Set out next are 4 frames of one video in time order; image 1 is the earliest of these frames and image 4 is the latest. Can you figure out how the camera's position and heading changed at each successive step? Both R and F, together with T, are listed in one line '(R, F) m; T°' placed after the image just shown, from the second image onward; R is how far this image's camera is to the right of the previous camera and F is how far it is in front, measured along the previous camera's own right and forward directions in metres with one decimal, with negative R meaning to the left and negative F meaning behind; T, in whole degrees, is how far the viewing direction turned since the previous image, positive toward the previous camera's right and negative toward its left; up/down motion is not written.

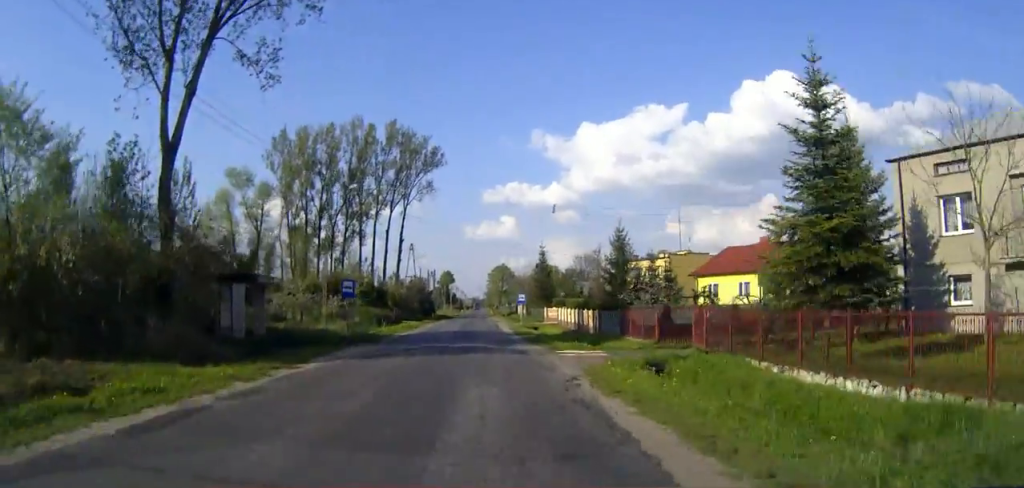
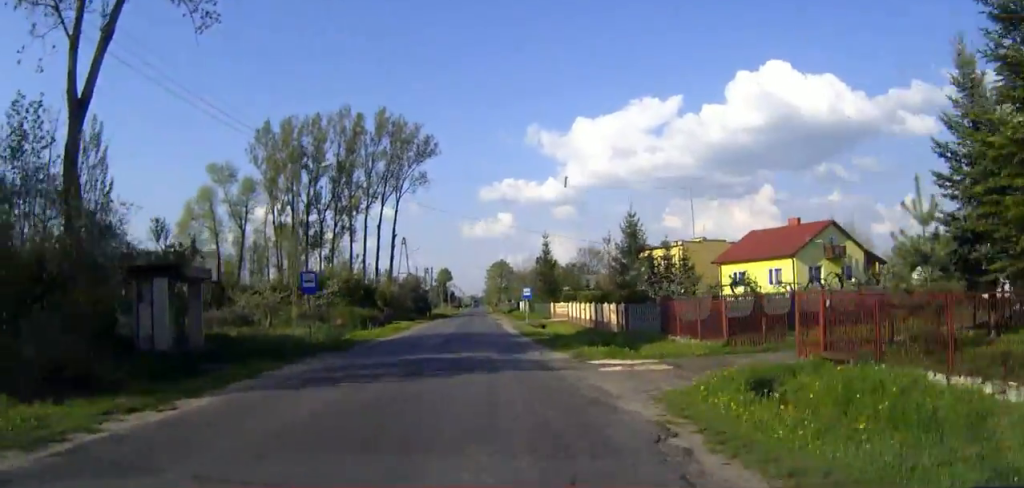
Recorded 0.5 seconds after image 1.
(0.0, +7.3) m; 0°
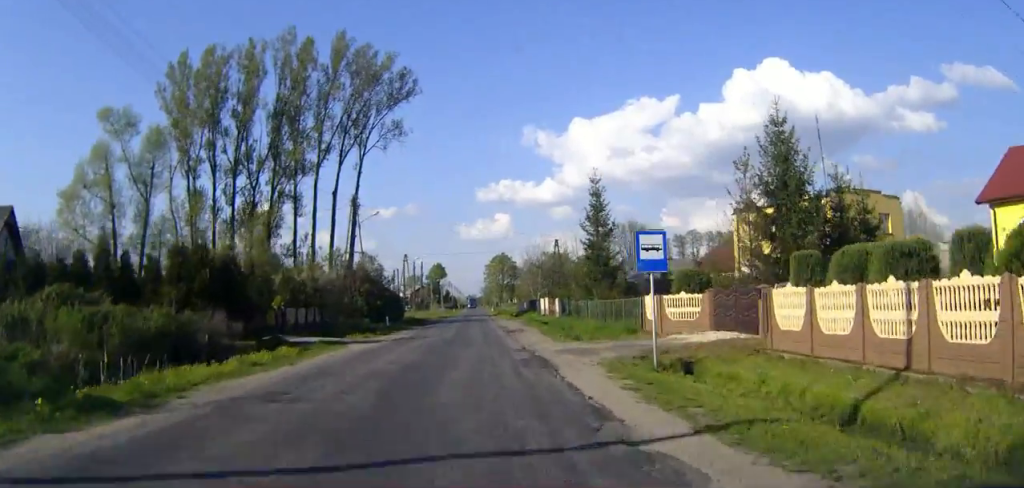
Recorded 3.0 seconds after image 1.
(-0.1, +36.6) m; 0°
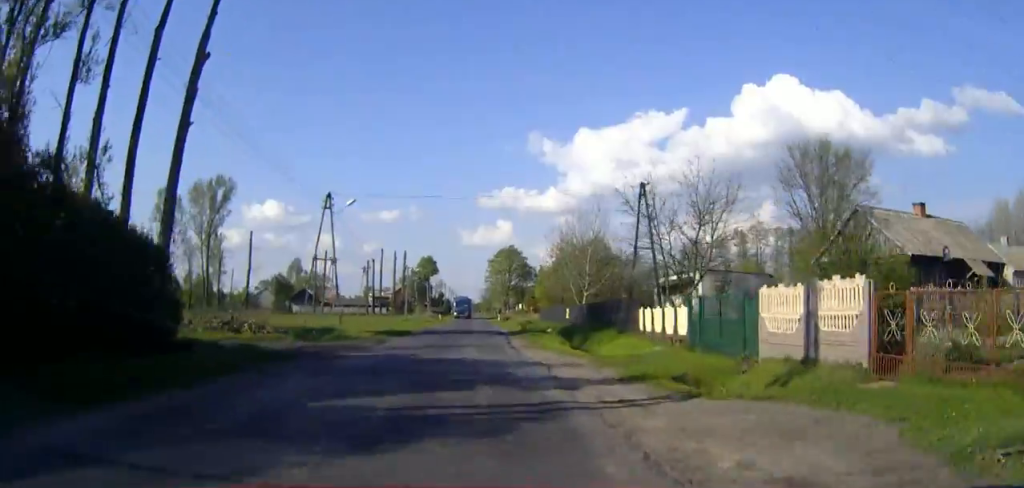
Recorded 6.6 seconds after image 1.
(+0.2, +52.7) m; 0°
